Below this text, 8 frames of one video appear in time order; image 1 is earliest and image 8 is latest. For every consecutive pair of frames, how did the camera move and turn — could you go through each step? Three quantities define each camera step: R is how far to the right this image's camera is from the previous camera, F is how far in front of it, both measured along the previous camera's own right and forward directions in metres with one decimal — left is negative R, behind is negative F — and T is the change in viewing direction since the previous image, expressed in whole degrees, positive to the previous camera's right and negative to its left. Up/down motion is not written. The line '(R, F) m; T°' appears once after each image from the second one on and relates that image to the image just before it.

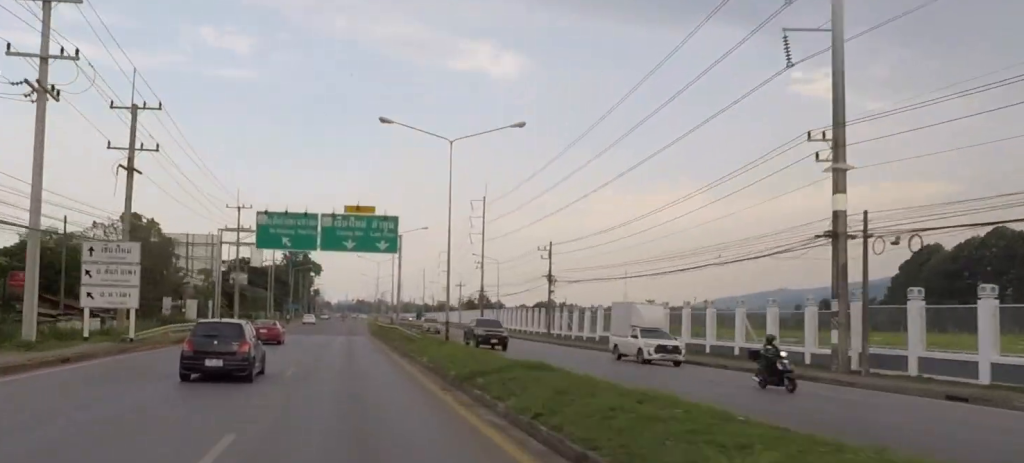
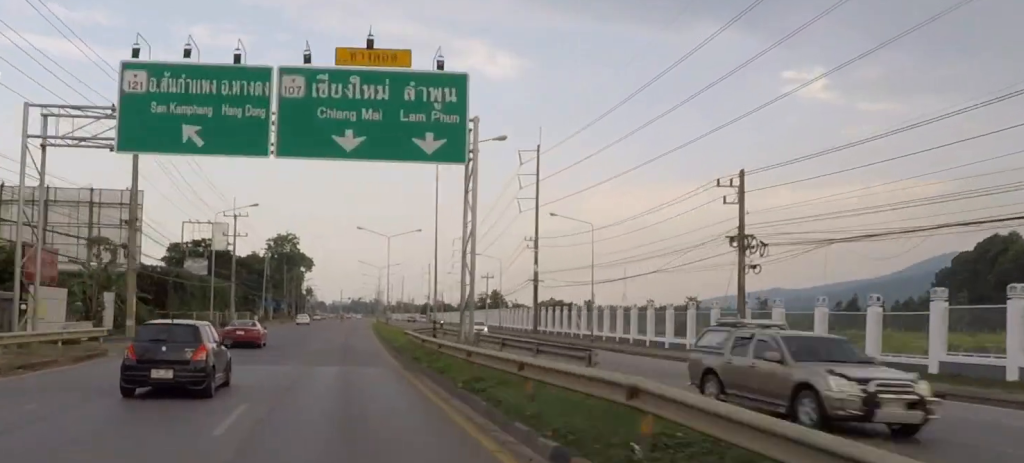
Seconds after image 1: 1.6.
(-0.4, +33.9) m; 0°
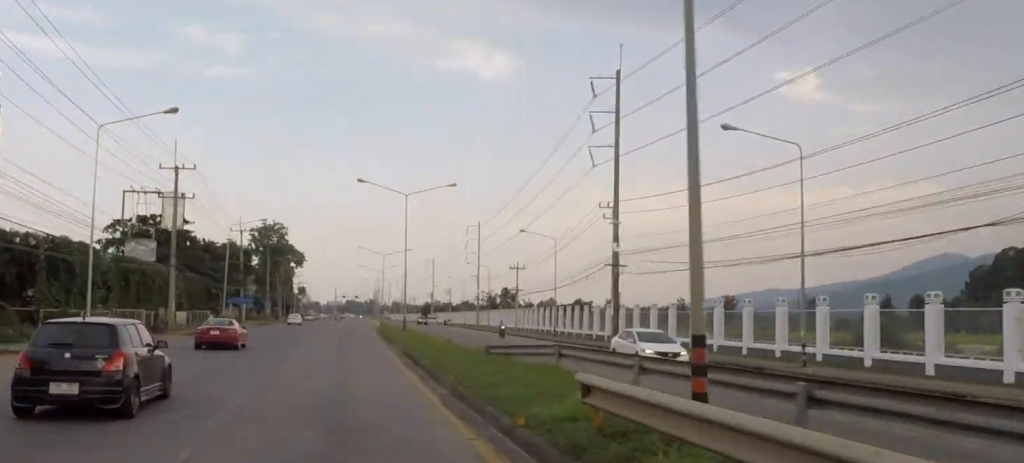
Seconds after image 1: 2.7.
(+0.8, +23.5) m; 0°
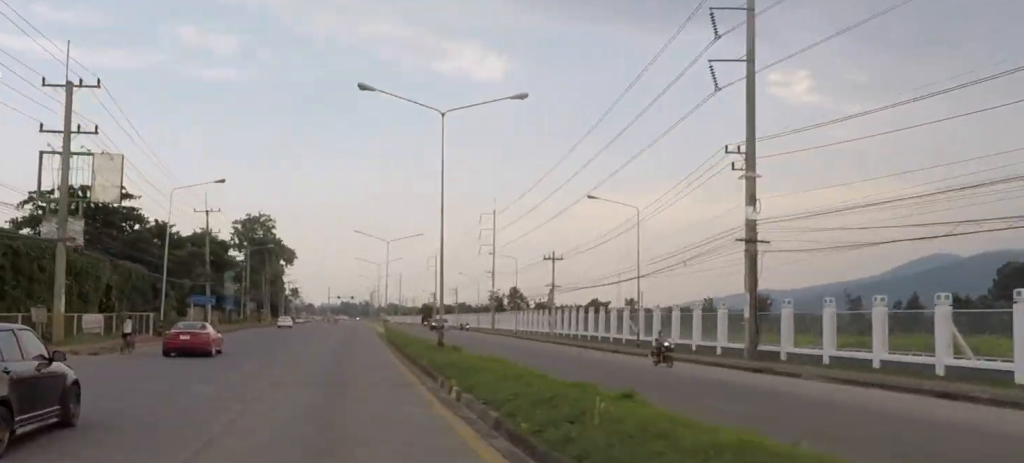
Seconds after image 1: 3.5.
(+0.1, +18.2) m; 0°
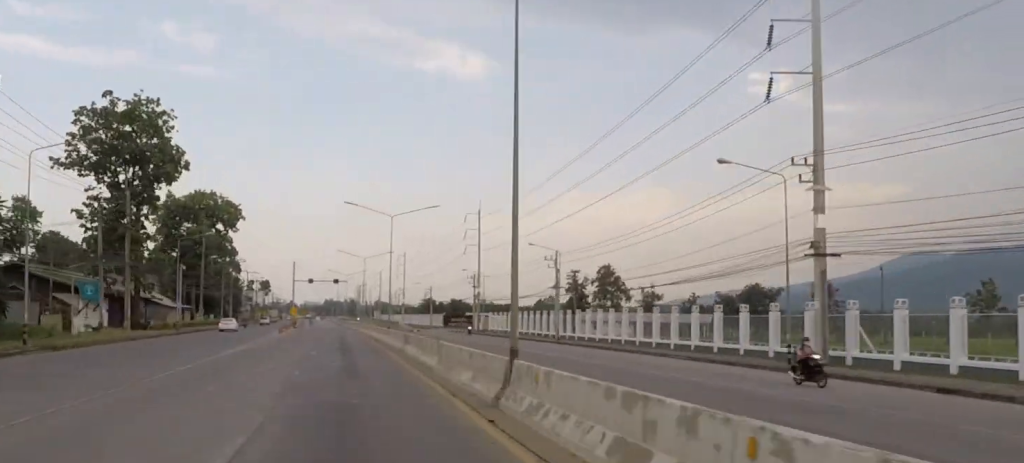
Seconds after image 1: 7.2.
(+0.3, +81.4) m; +1°
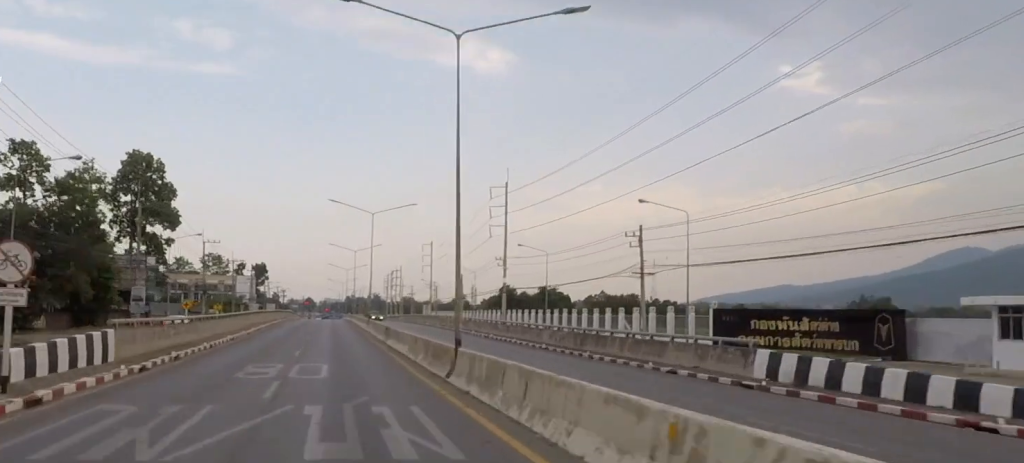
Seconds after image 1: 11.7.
(-4.3, +101.3) m; -5°
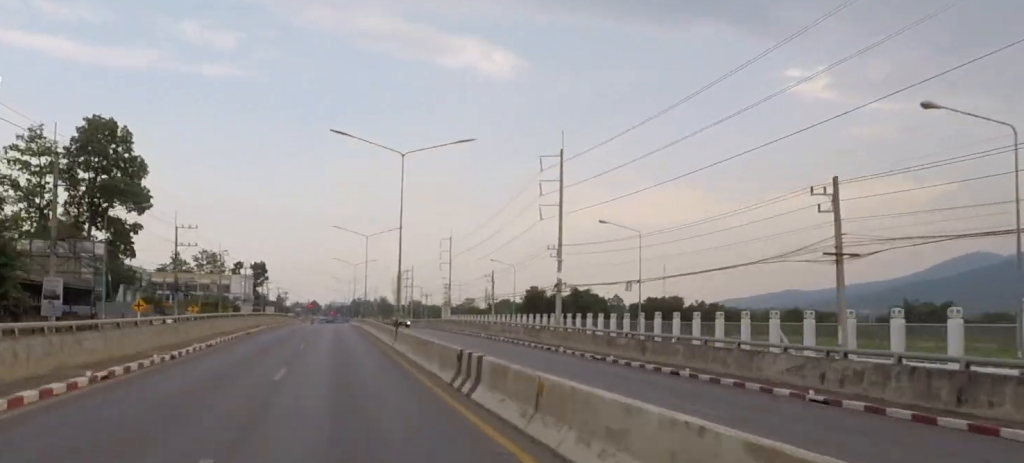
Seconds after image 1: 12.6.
(-0.5, +21.0) m; 0°
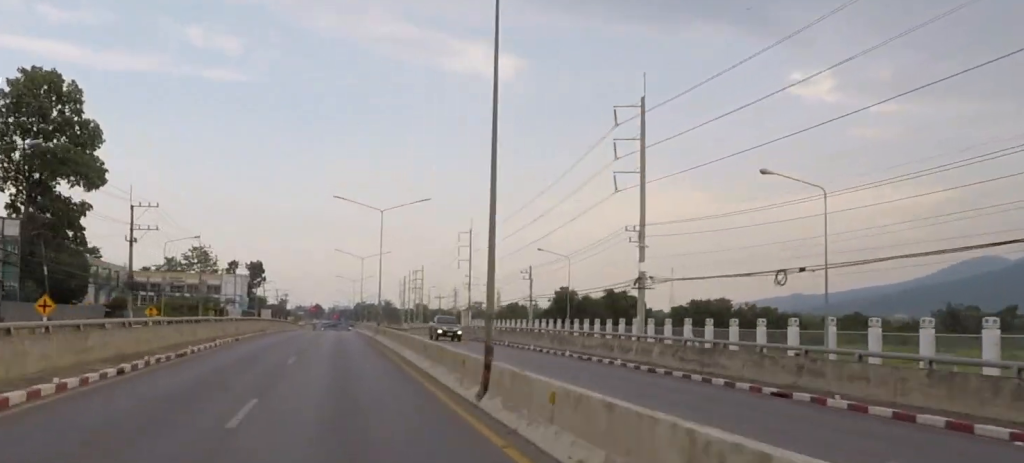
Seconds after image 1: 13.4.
(-0.1, +19.1) m; 0°
